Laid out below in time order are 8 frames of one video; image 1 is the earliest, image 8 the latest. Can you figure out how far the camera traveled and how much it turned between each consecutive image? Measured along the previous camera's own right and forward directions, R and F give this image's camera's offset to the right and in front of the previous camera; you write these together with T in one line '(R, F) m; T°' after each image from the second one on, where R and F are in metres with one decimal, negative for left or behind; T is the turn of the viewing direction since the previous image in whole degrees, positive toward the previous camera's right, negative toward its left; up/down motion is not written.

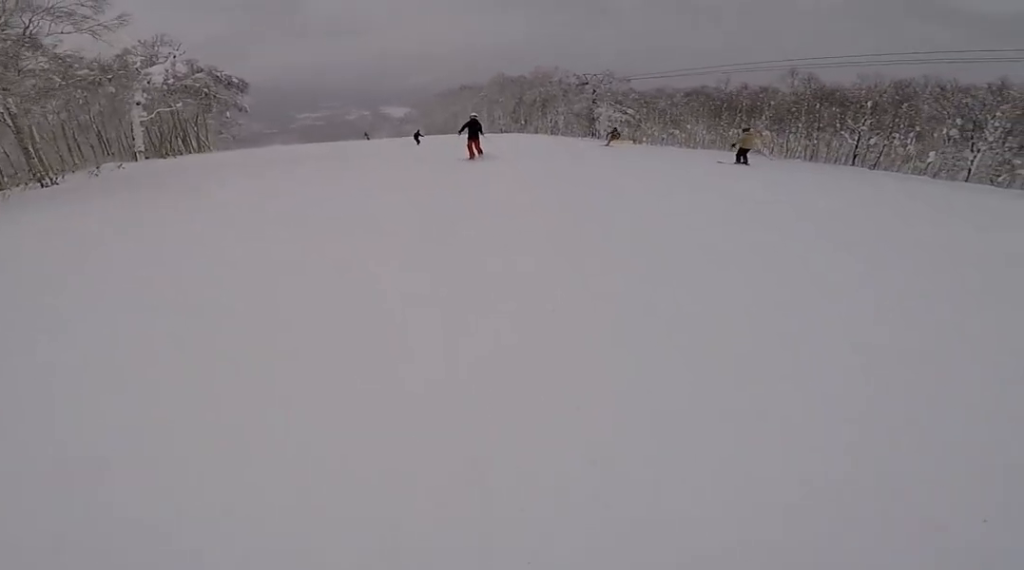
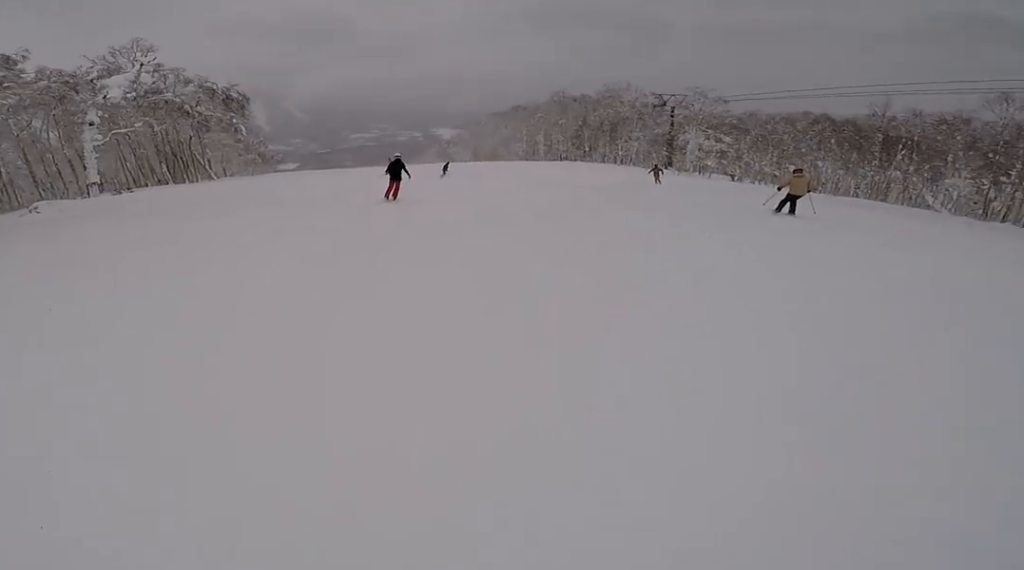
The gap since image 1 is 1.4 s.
(+1.2, +10.9) m; +4°
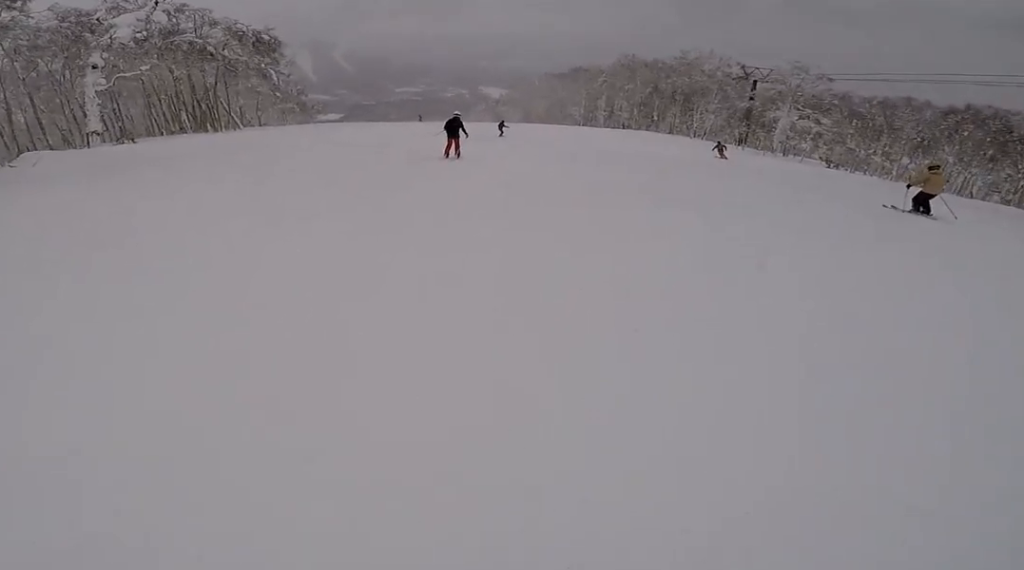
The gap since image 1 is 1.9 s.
(+0.3, +4.5) m; -4°
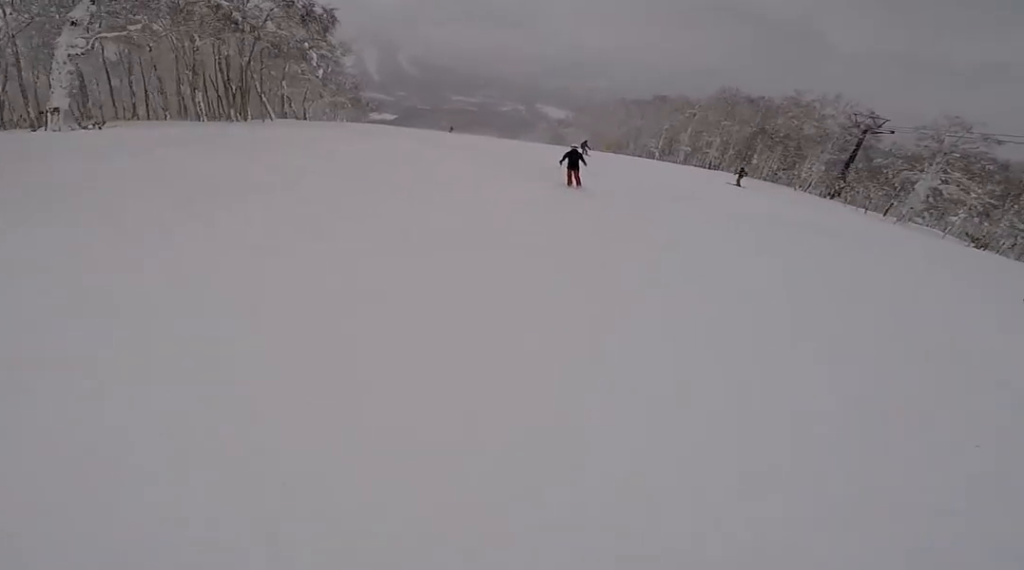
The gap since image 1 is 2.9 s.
(-1.2, +8.9) m; -7°
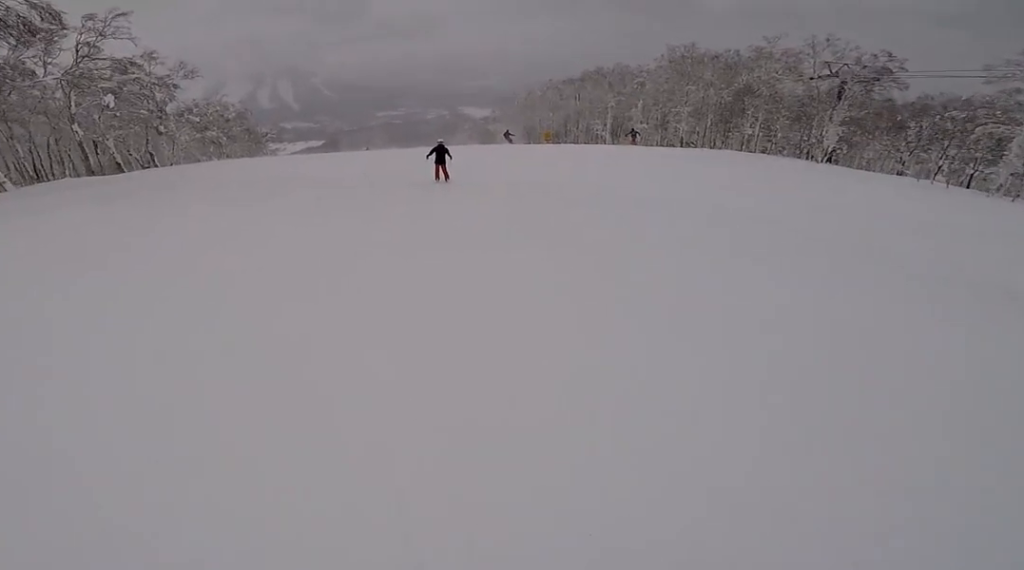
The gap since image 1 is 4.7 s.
(+1.7, +15.8) m; +1°
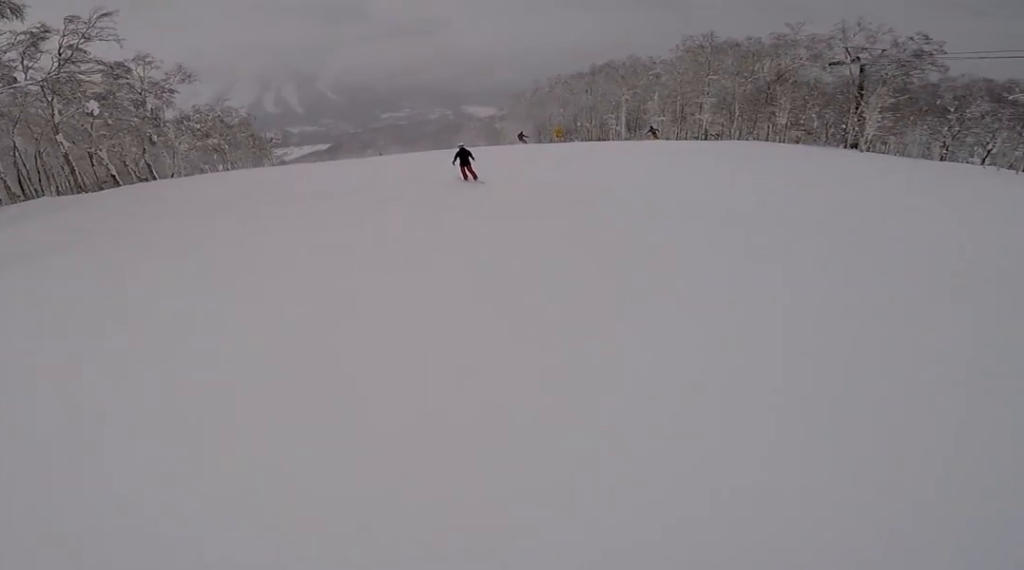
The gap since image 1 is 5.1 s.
(-0.3, +3.5) m; -3°
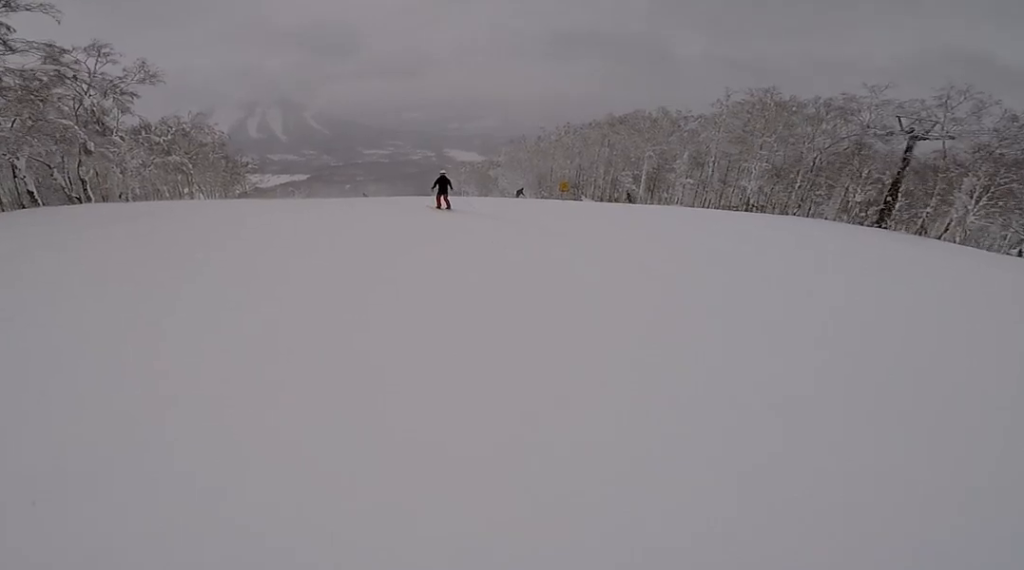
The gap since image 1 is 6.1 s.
(-1.3, +8.6) m; -4°
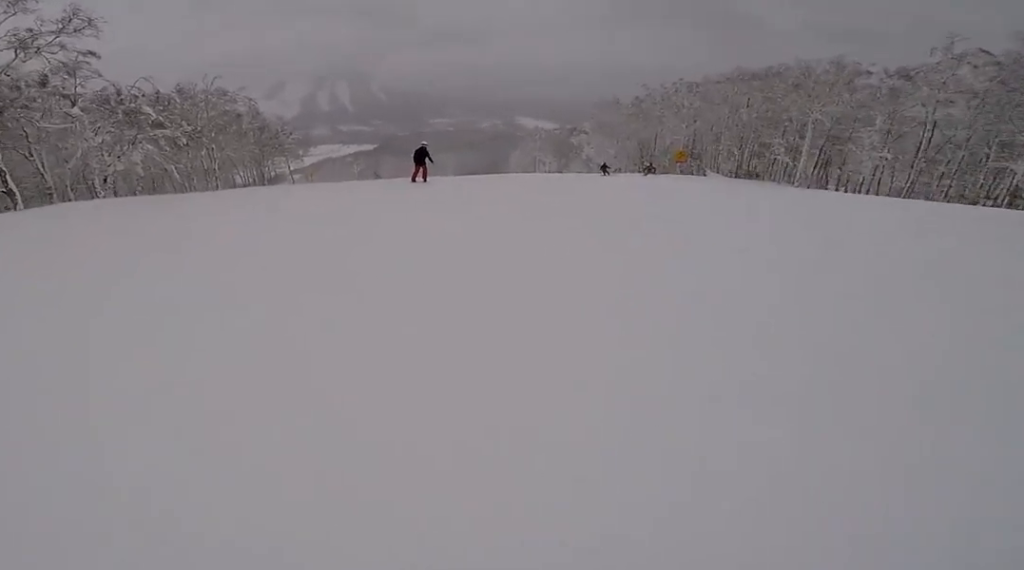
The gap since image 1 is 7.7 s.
(+1.1, +13.3) m; +5°
